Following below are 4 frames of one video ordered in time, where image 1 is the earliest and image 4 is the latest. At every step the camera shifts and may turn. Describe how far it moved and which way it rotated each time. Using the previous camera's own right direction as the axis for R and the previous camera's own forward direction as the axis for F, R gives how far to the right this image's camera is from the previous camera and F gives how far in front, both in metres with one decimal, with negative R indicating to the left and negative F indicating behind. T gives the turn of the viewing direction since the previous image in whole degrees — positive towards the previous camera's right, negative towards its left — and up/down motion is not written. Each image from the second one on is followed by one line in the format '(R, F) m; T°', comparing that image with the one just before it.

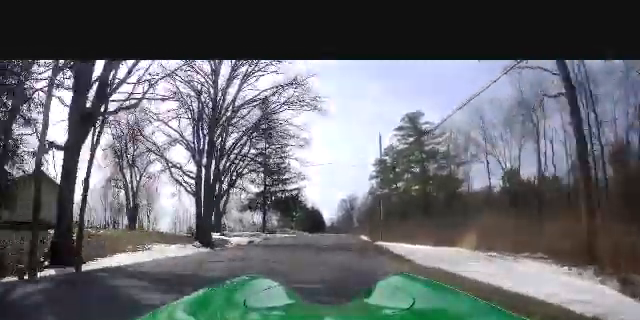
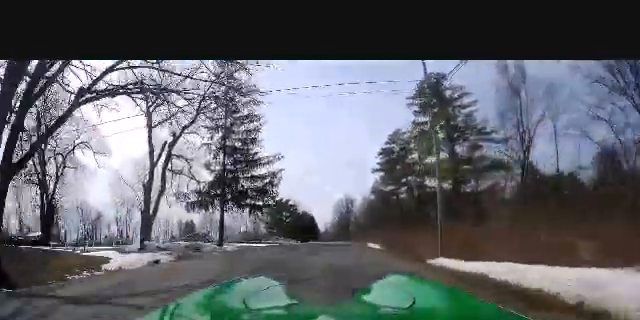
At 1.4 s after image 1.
(0.0, +17.7) m; +1°
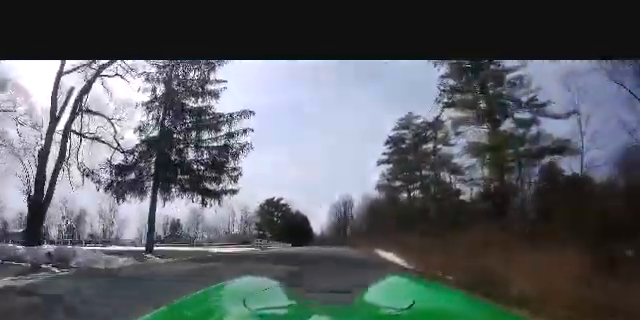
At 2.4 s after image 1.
(+0.3, +13.8) m; 0°
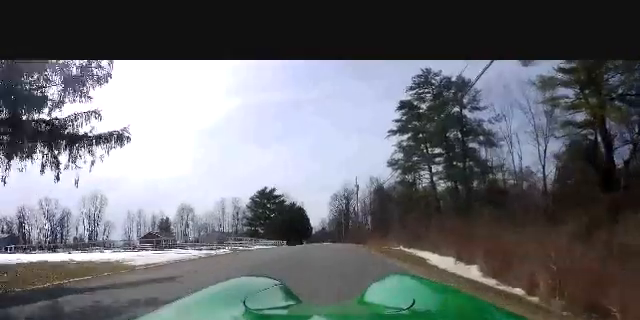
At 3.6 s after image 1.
(-0.3, +15.2) m; -2°
